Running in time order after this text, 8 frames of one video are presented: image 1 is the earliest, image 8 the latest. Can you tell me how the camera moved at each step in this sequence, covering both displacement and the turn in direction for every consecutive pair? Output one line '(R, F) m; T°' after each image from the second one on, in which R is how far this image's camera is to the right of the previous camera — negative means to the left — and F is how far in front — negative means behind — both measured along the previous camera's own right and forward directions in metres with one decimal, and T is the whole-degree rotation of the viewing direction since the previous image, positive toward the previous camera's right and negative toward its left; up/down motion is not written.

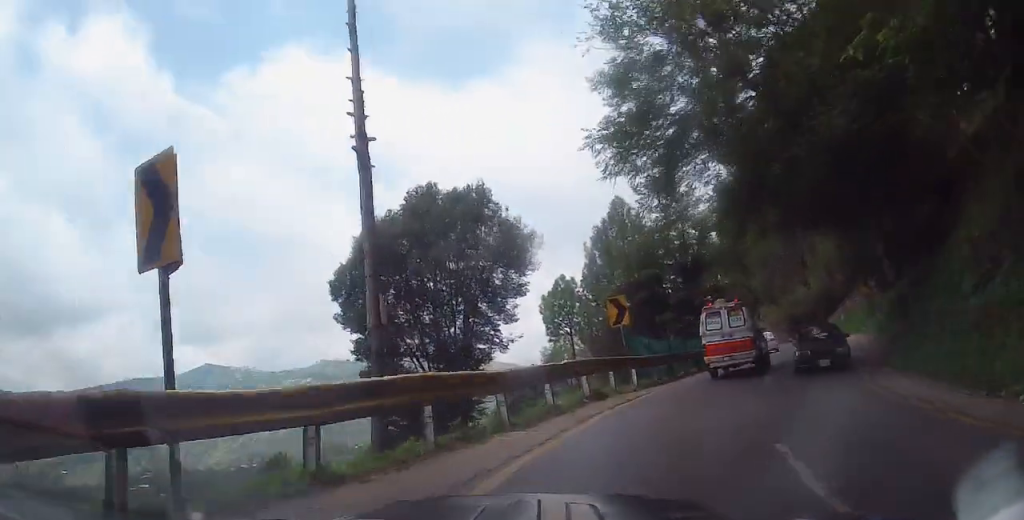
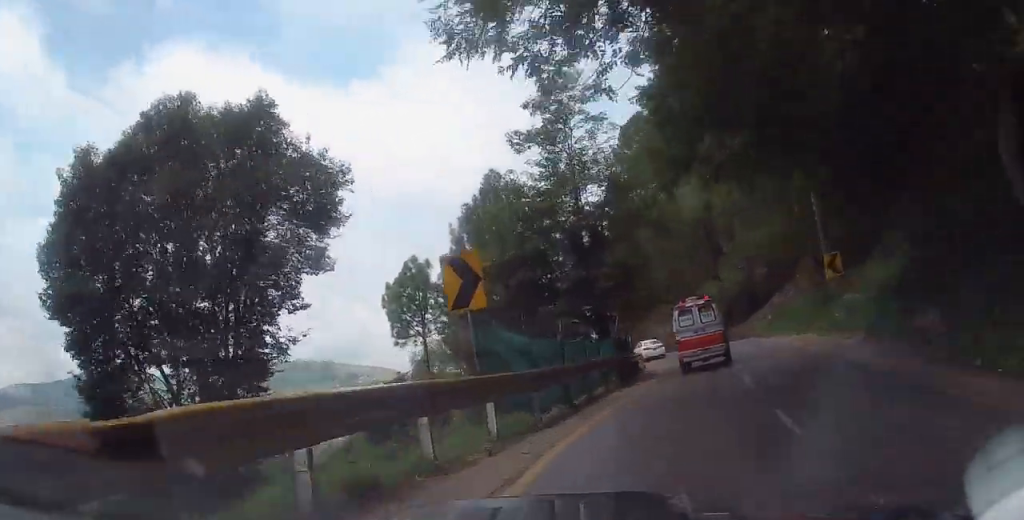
(+1.4, +10.1) m; +10°
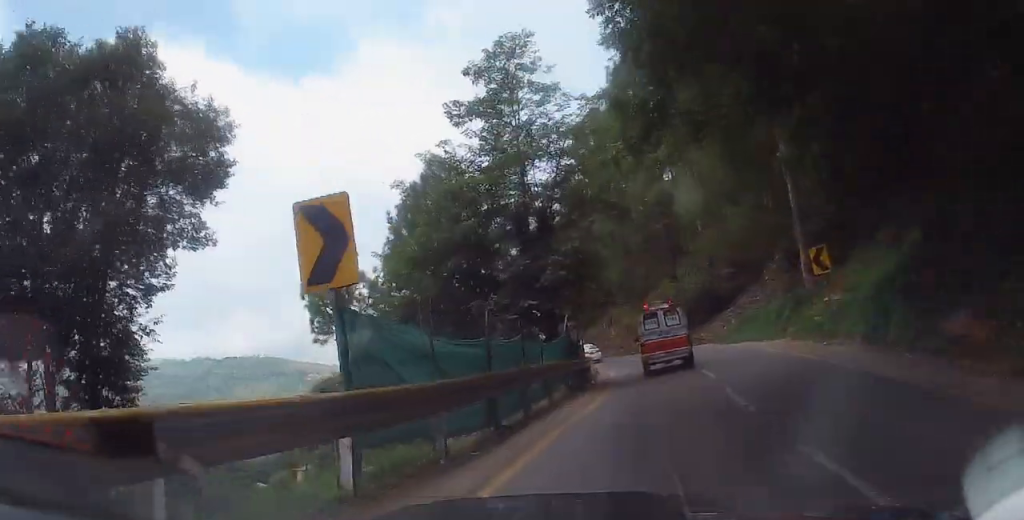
(-0.1, +3.6) m; +4°
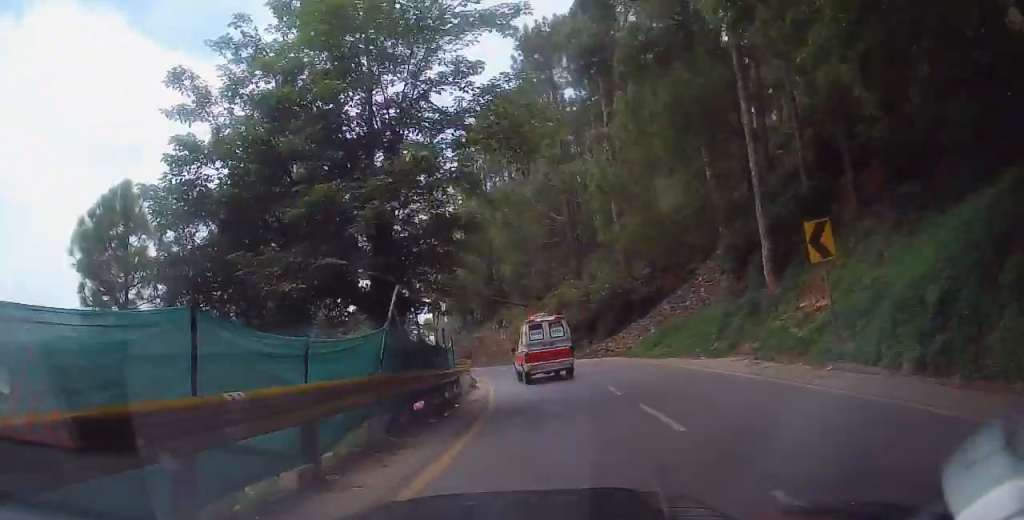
(+0.7, +8.1) m; +5°
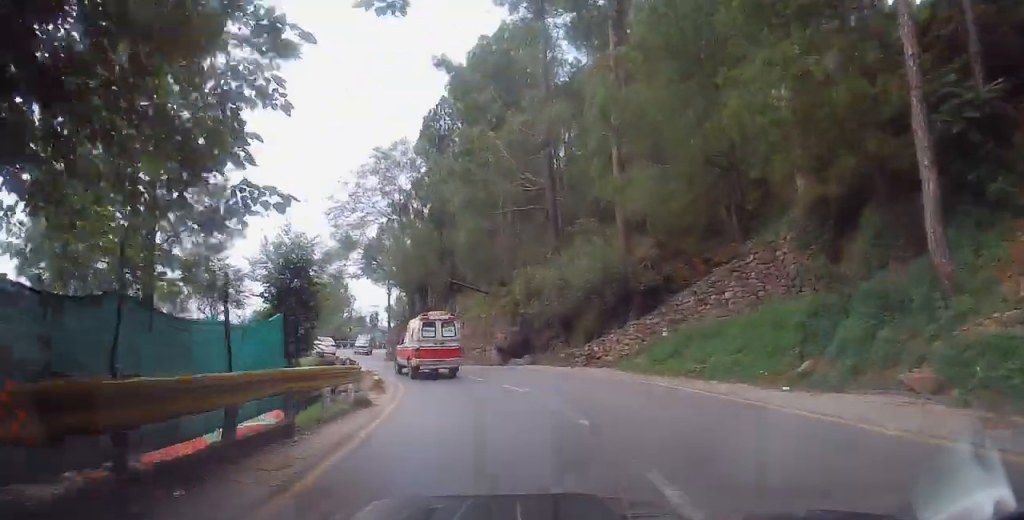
(+0.1, +10.9) m; +1°
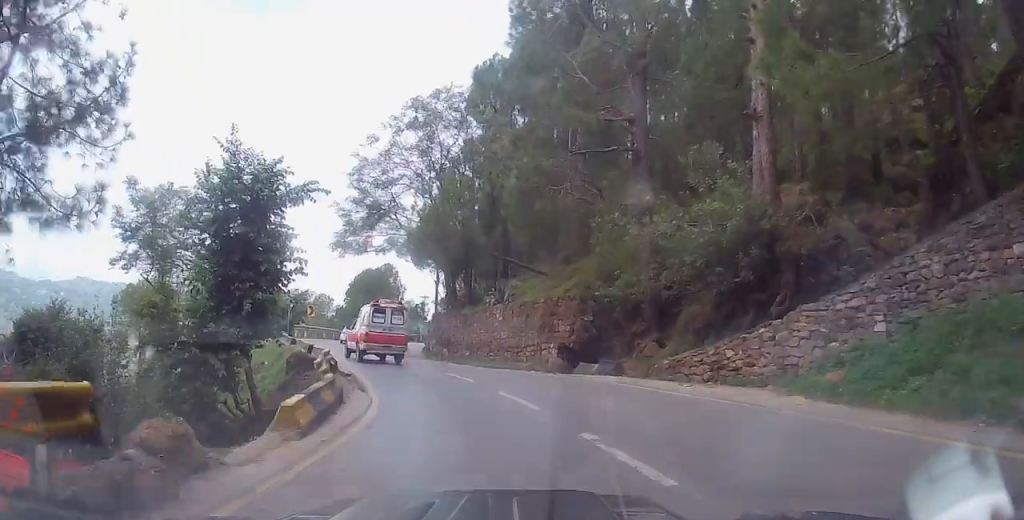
(+0.5, +10.3) m; 0°
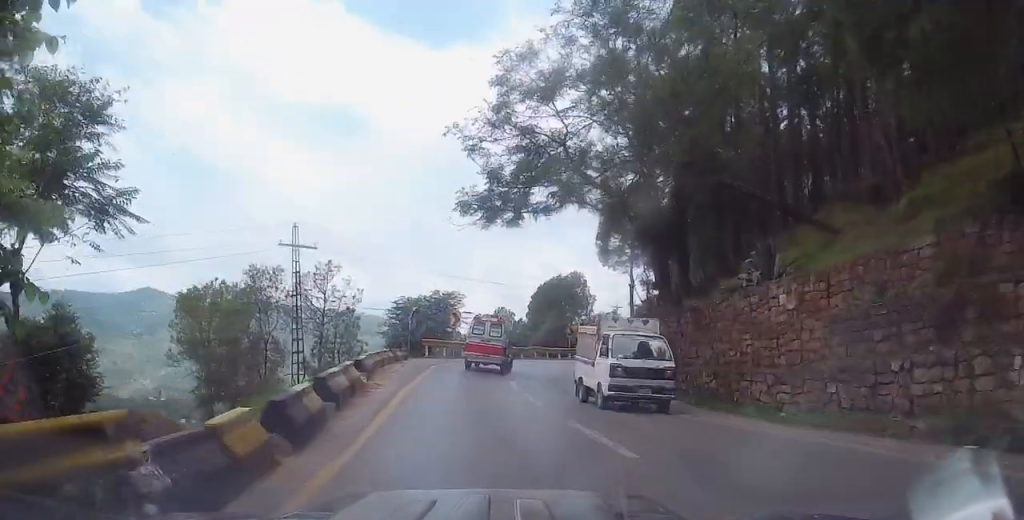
(-2.3, +15.4) m; -17°
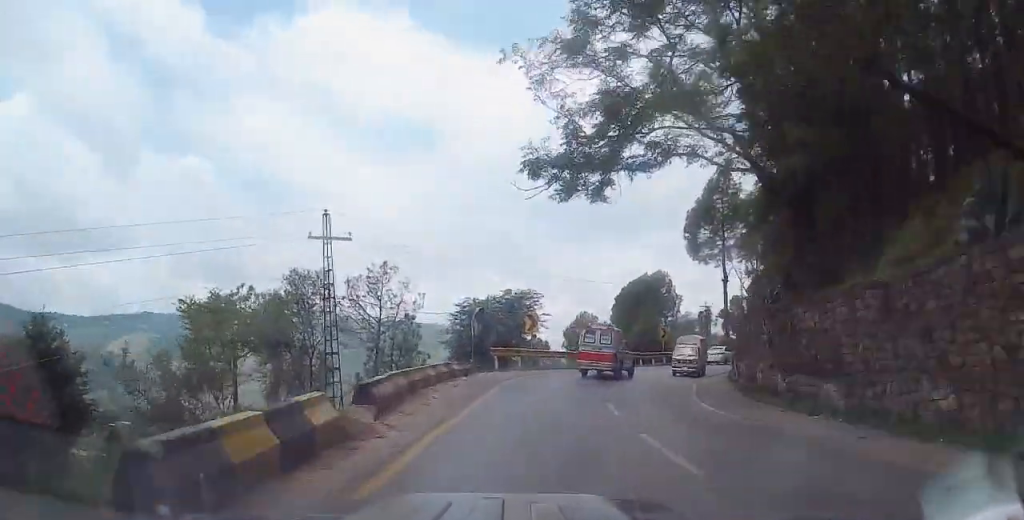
(-0.4, +6.2) m; -5°
